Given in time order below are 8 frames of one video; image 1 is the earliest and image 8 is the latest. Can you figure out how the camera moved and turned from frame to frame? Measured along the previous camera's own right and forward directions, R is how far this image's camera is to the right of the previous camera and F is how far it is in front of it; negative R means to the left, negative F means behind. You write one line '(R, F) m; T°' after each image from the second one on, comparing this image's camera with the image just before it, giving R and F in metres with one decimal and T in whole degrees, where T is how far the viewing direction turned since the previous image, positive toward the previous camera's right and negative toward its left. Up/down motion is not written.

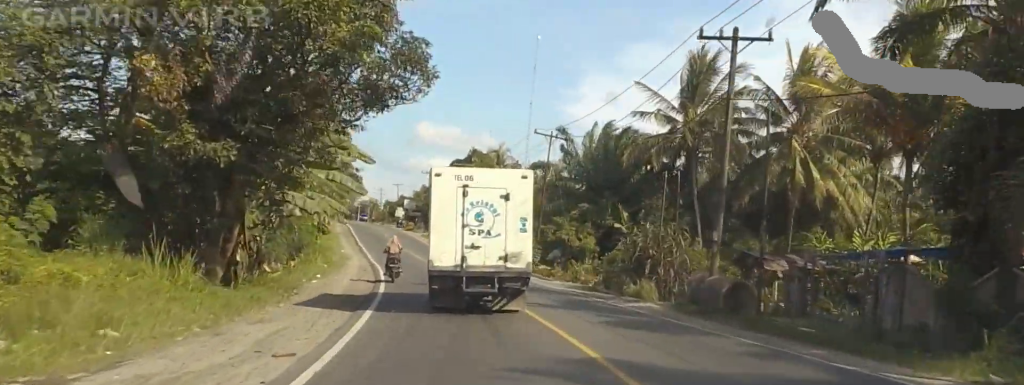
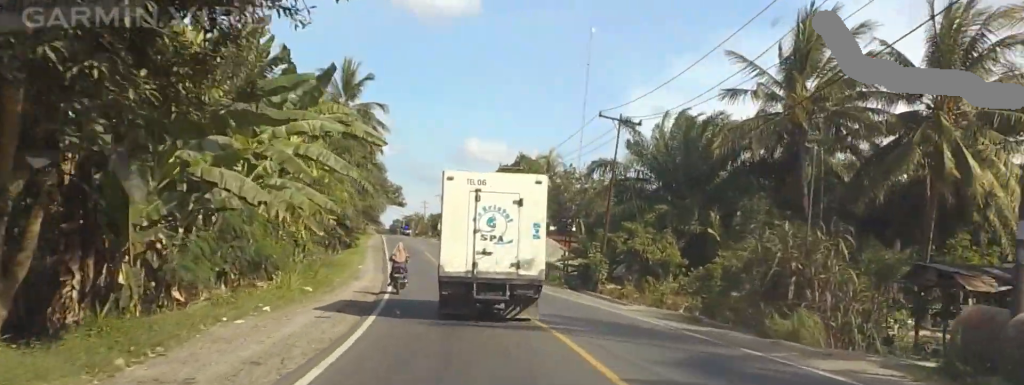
(0.0, +12.1) m; -1°
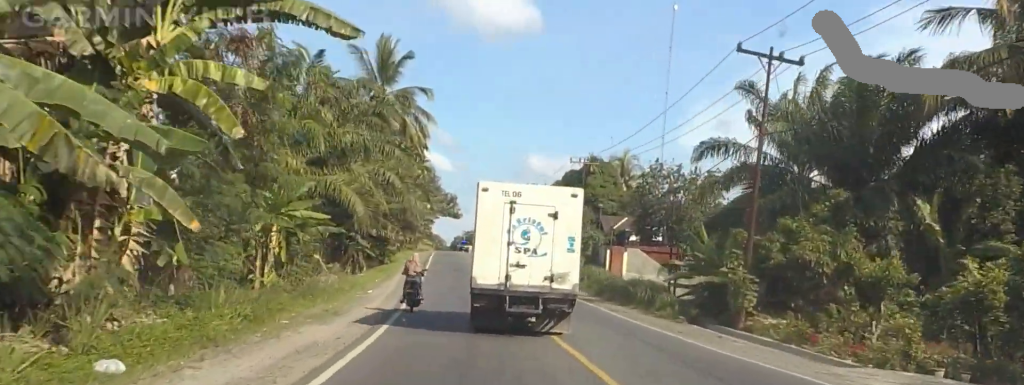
(-0.5, +16.4) m; -4°
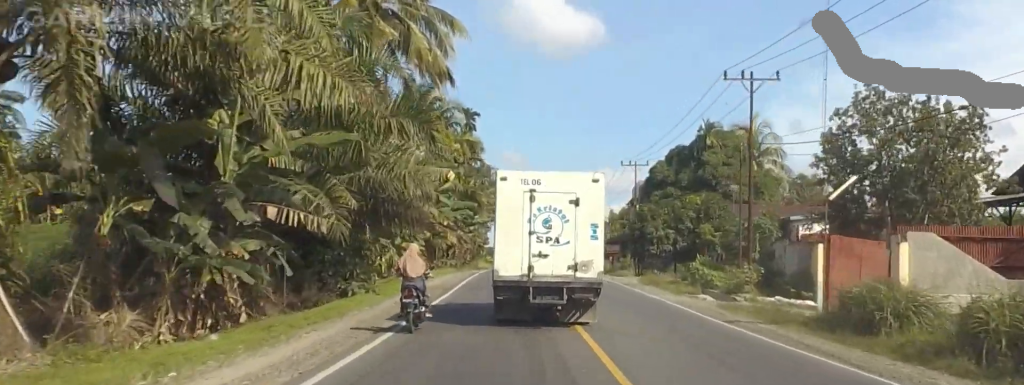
(-1.3, +31.2) m; -3°
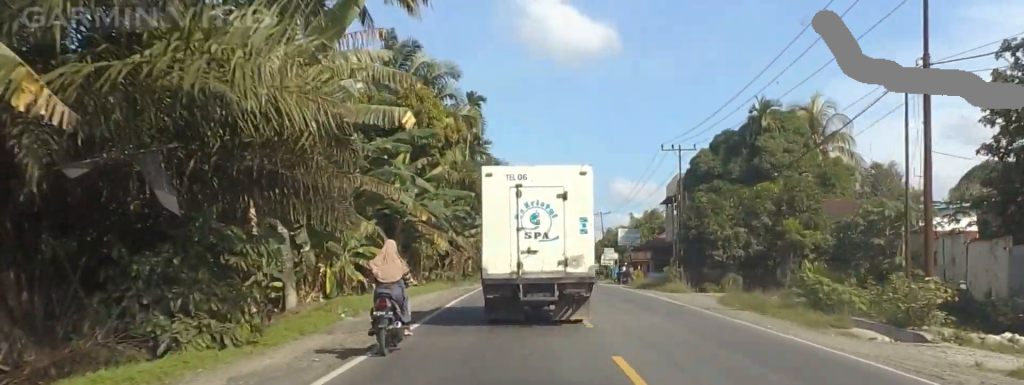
(0.0, +14.2) m; 0°
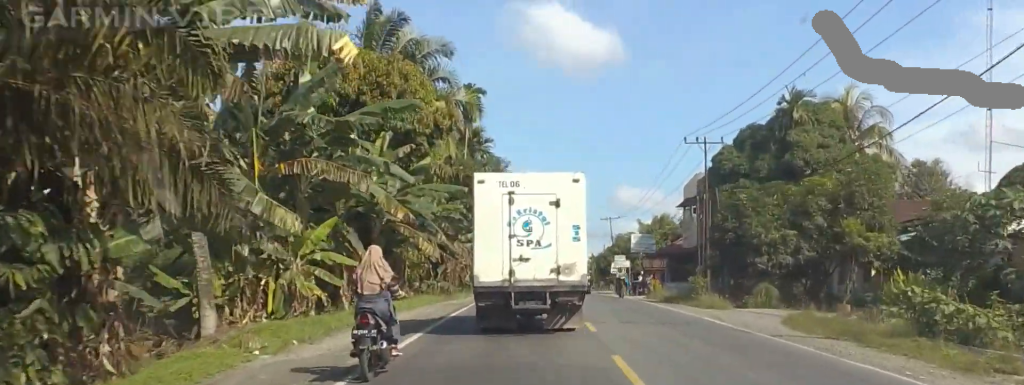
(0.0, +6.8) m; 0°
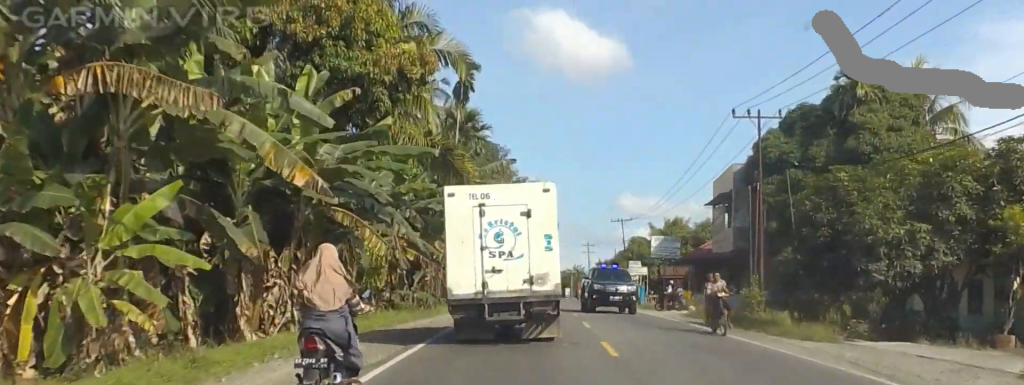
(0.0, +11.4) m; 0°
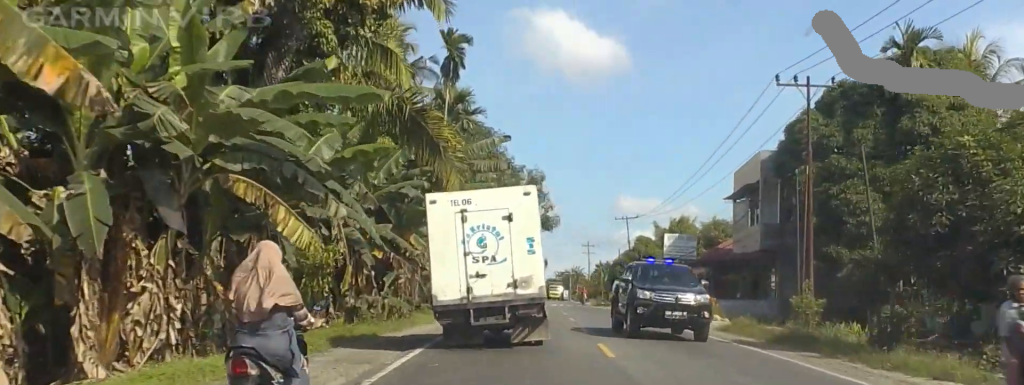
(0.0, +7.7) m; 0°
